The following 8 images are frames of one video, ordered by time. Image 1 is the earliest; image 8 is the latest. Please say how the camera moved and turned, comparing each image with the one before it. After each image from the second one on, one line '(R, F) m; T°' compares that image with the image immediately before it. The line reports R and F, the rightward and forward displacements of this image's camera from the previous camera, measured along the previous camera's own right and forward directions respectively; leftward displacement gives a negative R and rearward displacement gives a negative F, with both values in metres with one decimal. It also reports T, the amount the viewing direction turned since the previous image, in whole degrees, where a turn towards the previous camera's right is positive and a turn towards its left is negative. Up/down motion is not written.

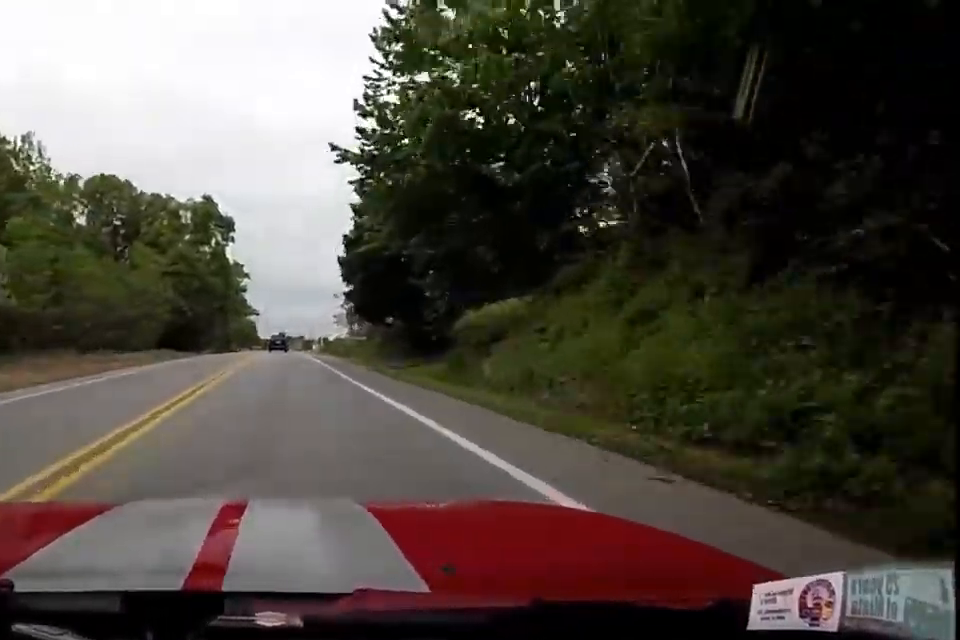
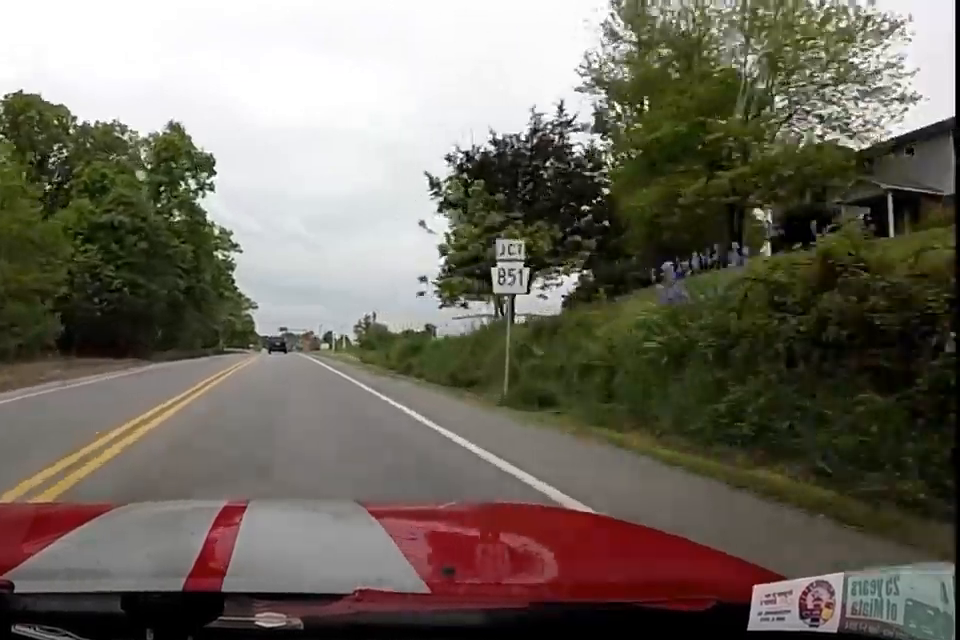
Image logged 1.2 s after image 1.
(-0.8, +30.3) m; -3°
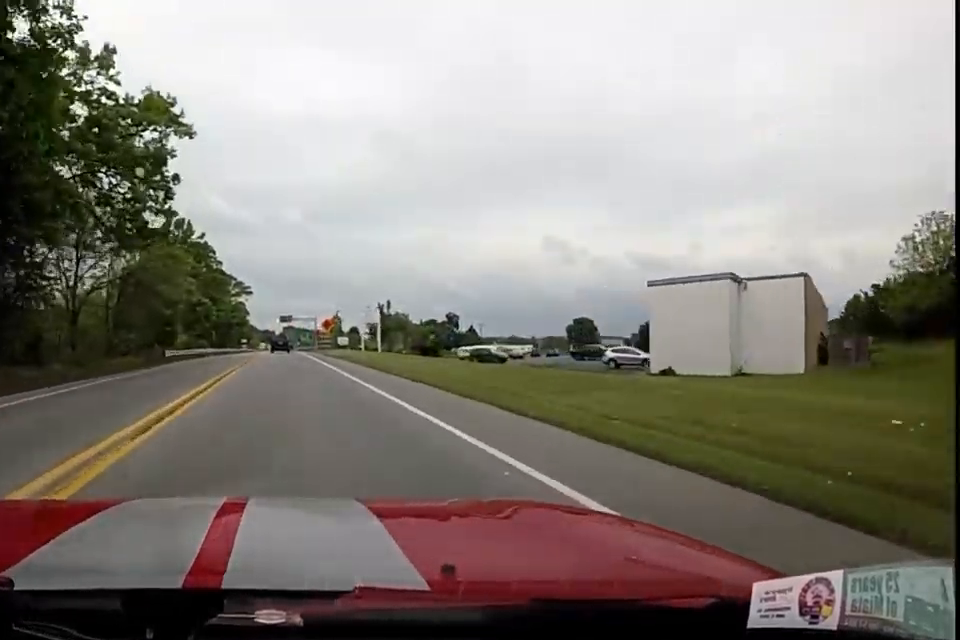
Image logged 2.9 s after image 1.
(+0.2, +43.1) m; +2°
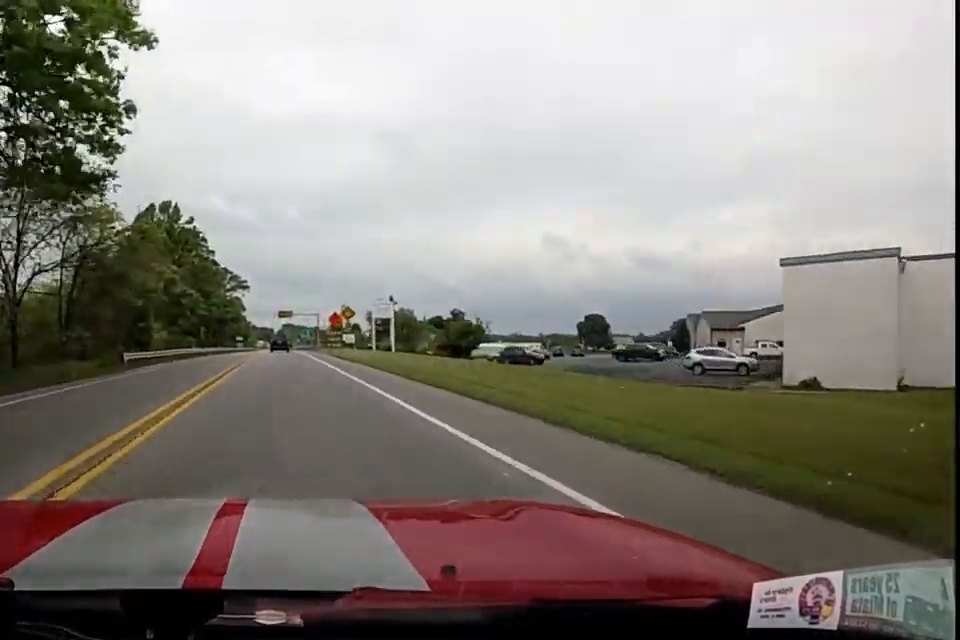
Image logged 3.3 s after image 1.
(+0.5, +10.8) m; 0°
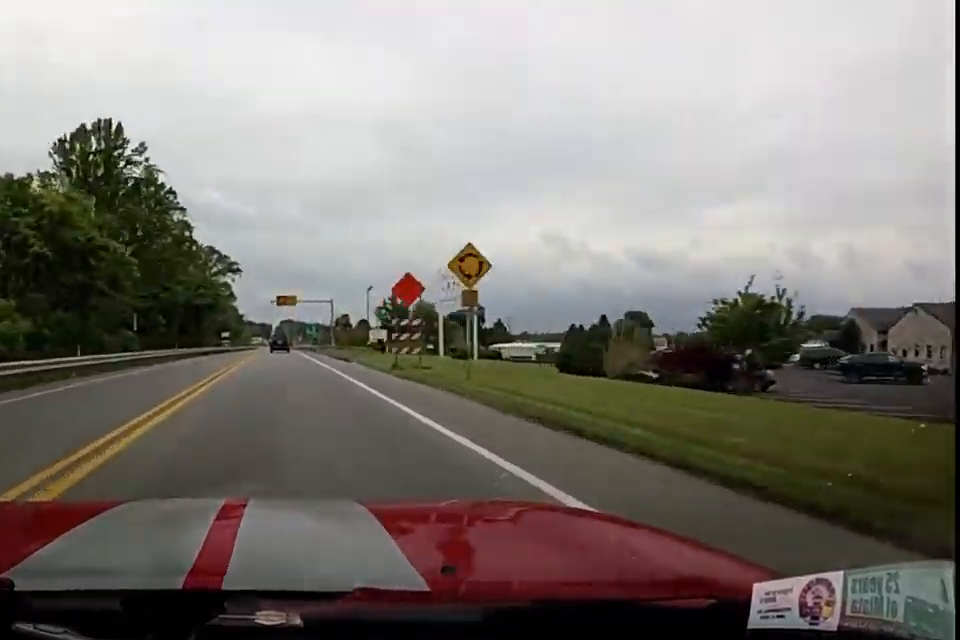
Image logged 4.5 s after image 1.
(-0.9, +30.2) m; 0°
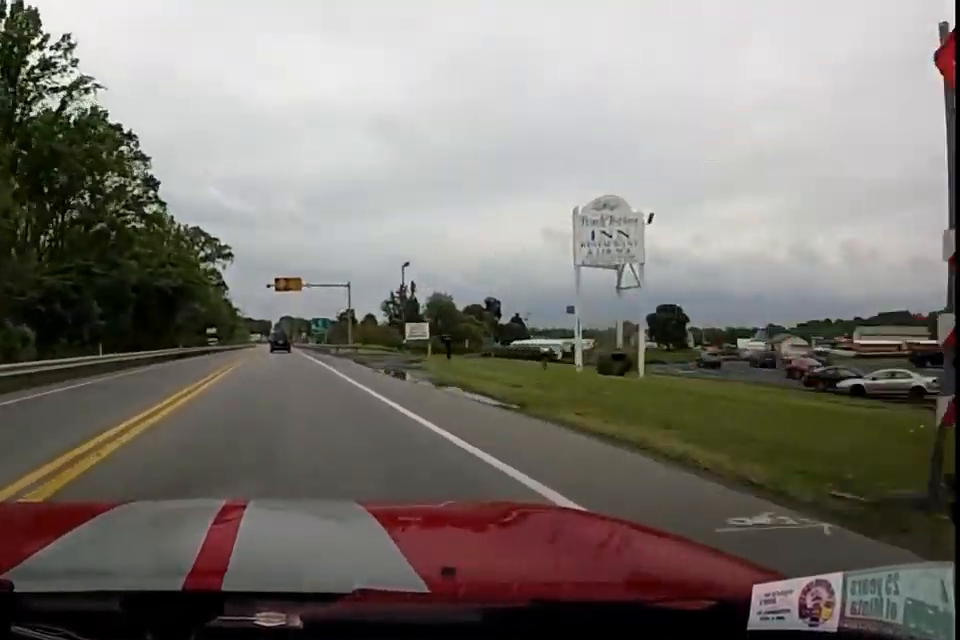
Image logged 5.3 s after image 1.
(+0.9, +19.1) m; +1°
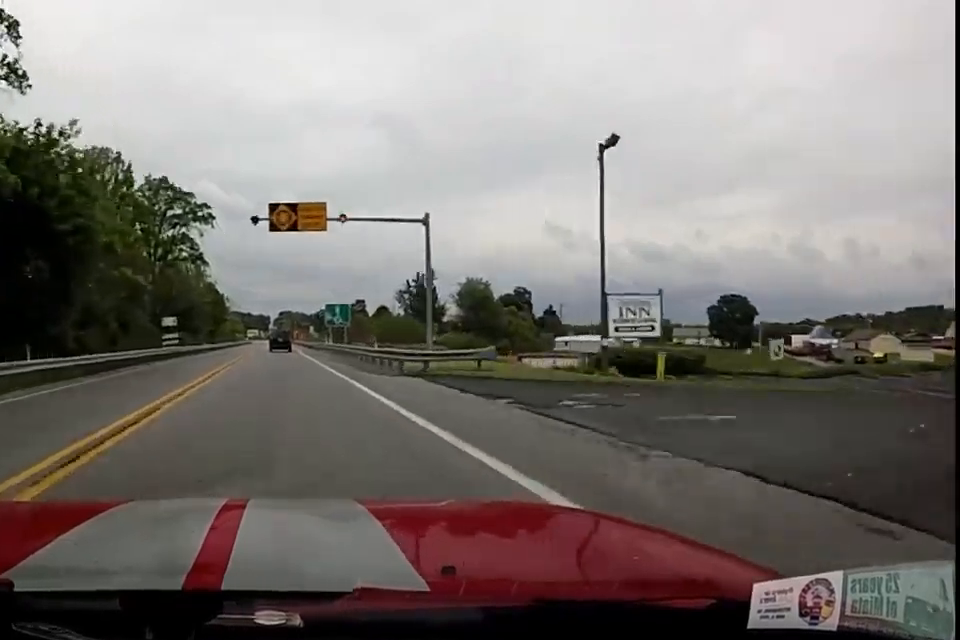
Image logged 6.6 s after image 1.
(-0.8, +28.8) m; -2°
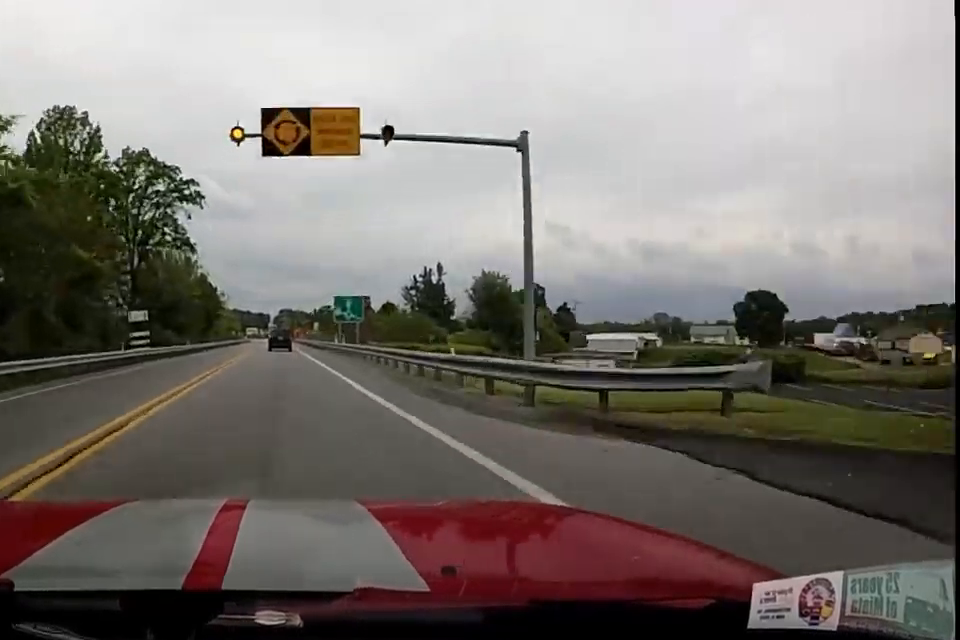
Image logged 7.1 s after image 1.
(0.0, +10.1) m; 0°
